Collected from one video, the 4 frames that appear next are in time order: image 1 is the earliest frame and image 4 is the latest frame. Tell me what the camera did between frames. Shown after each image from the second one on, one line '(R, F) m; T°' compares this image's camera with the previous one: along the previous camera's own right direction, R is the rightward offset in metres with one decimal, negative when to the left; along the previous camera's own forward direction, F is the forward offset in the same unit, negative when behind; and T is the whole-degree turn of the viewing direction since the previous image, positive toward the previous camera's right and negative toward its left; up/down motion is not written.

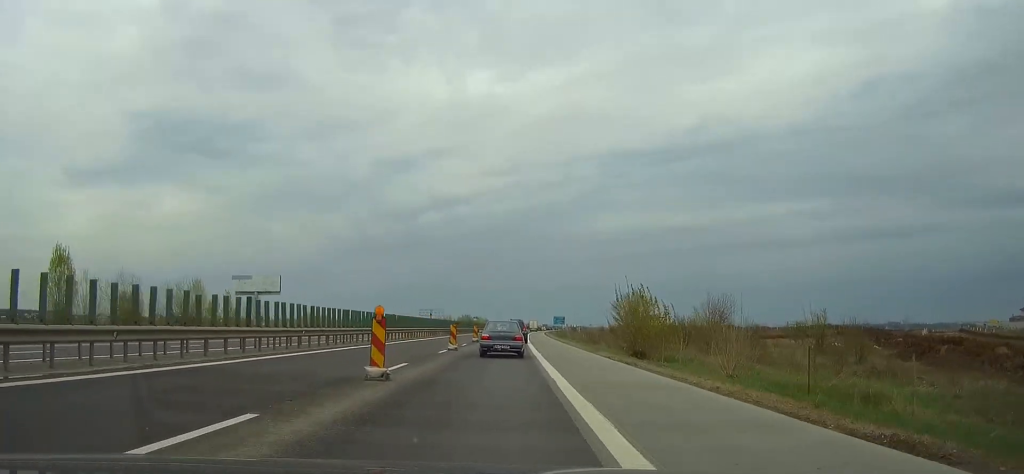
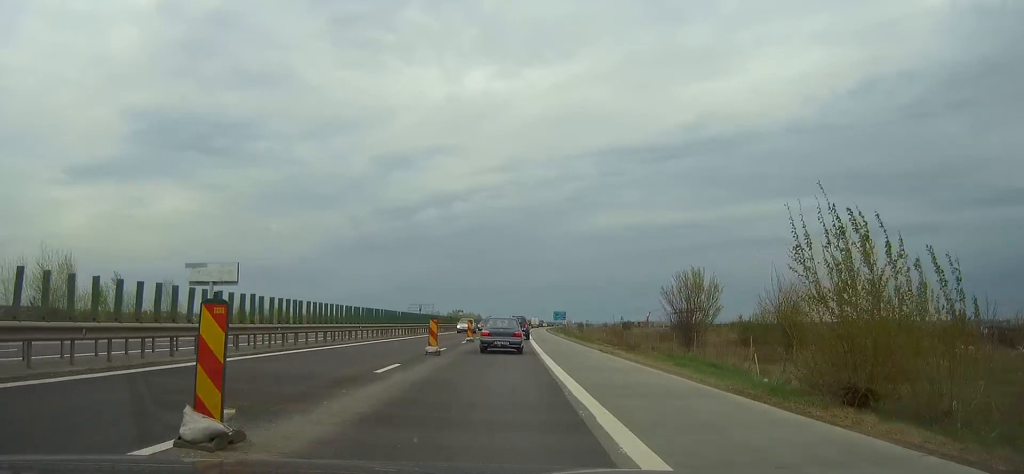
(+0.1, +26.2) m; 0°
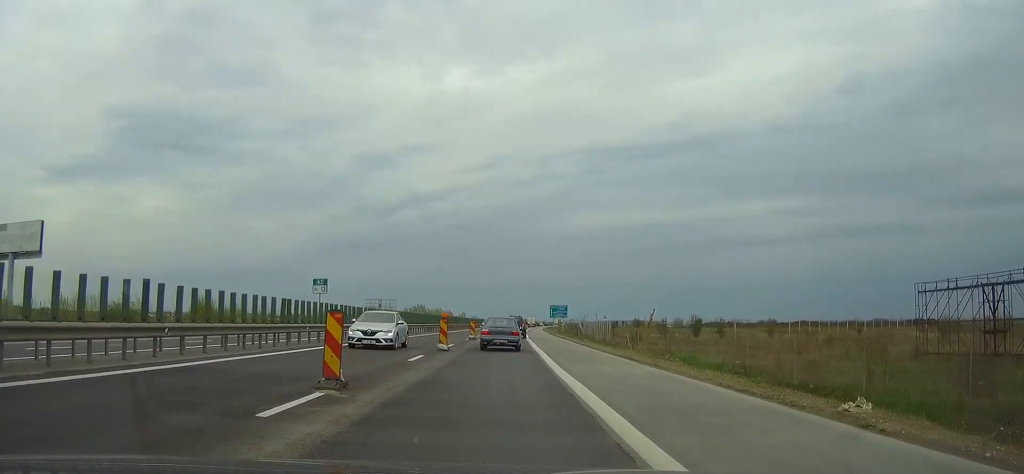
(0.0, +67.7) m; 0°
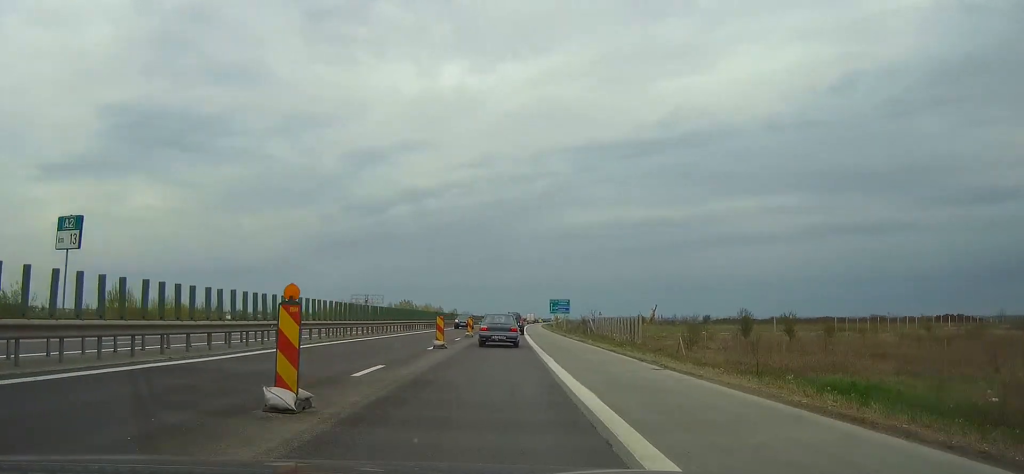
(+0.1, +18.8) m; +1°
